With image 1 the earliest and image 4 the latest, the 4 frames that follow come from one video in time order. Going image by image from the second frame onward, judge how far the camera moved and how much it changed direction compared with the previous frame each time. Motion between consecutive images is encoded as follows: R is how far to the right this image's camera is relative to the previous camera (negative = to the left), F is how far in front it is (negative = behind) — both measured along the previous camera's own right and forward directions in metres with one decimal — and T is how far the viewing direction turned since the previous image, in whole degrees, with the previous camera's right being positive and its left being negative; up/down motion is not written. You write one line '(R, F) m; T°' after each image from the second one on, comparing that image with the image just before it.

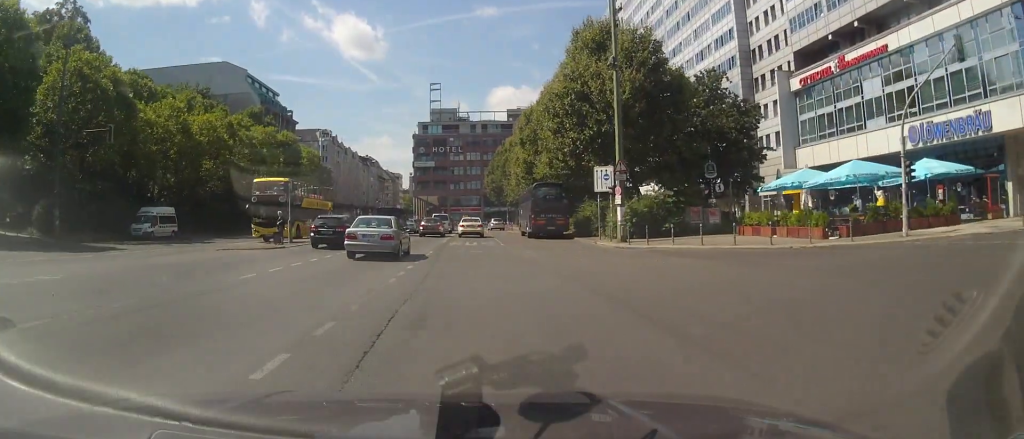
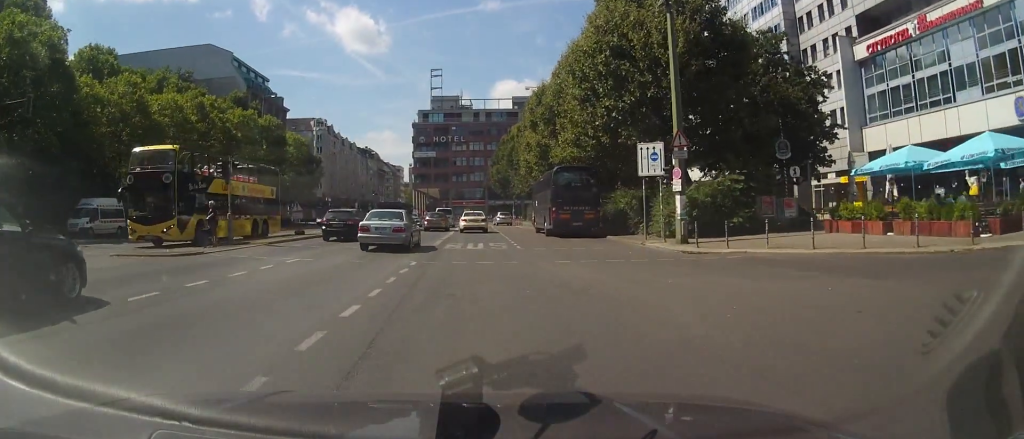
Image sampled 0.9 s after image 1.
(-0.2, +9.1) m; 0°
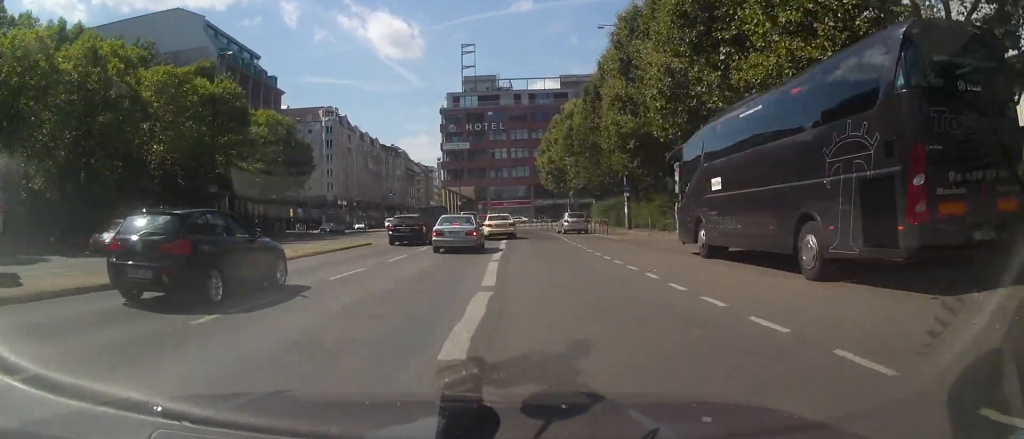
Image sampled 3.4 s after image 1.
(+0.4, +24.9) m; -1°
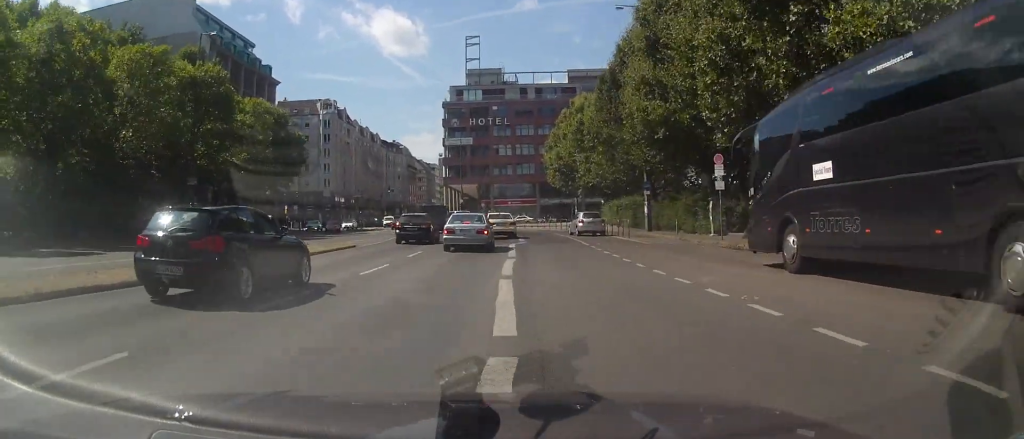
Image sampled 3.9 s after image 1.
(0.0, +4.7) m; +1°
